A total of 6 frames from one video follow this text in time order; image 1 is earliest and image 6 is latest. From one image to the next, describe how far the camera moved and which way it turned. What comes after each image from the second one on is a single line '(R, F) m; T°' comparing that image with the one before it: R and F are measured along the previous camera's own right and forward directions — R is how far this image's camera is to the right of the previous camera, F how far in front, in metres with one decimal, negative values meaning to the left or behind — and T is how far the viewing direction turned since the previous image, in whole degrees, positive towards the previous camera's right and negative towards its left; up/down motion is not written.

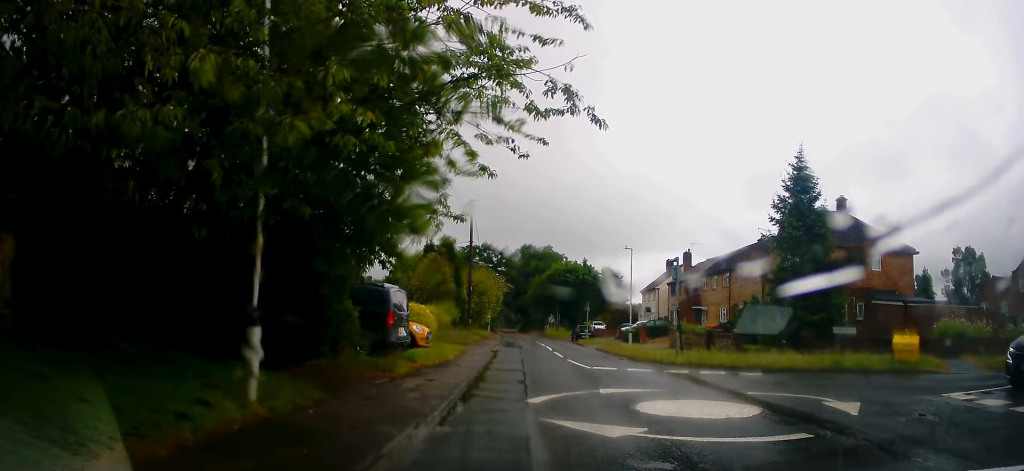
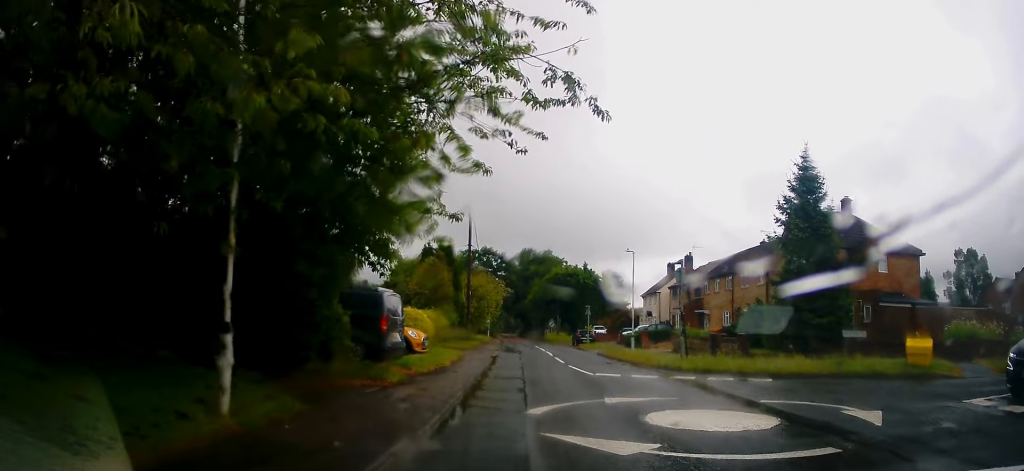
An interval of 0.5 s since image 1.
(-0.4, +0.2) m; -1°
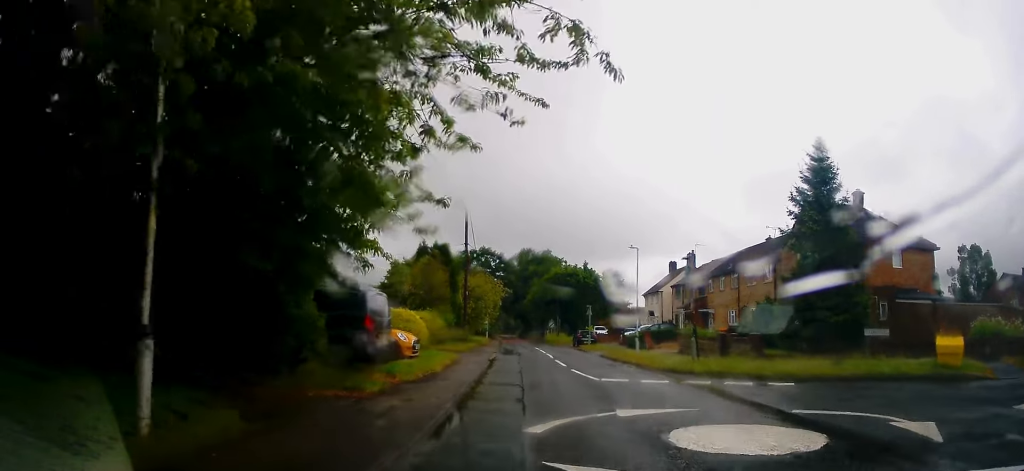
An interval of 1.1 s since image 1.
(+0.1, +1.1) m; -1°
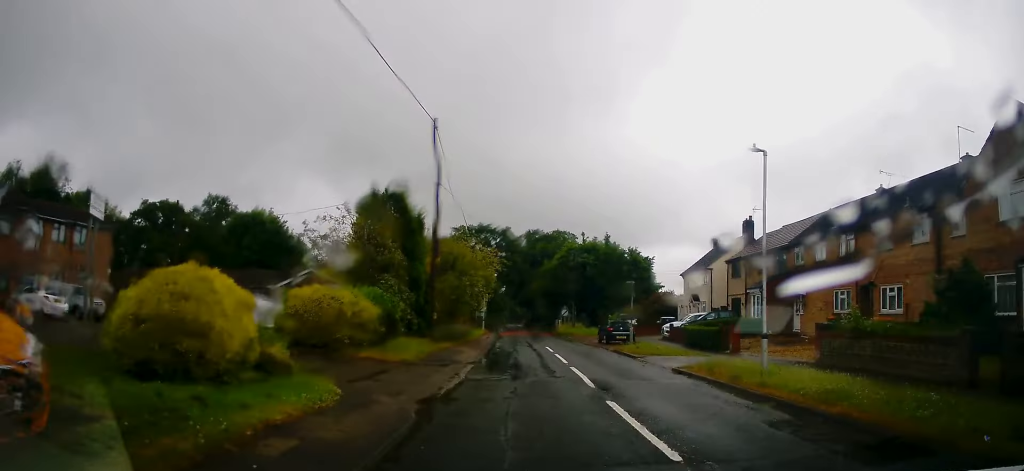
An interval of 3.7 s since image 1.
(-0.6, +13.5) m; -3°
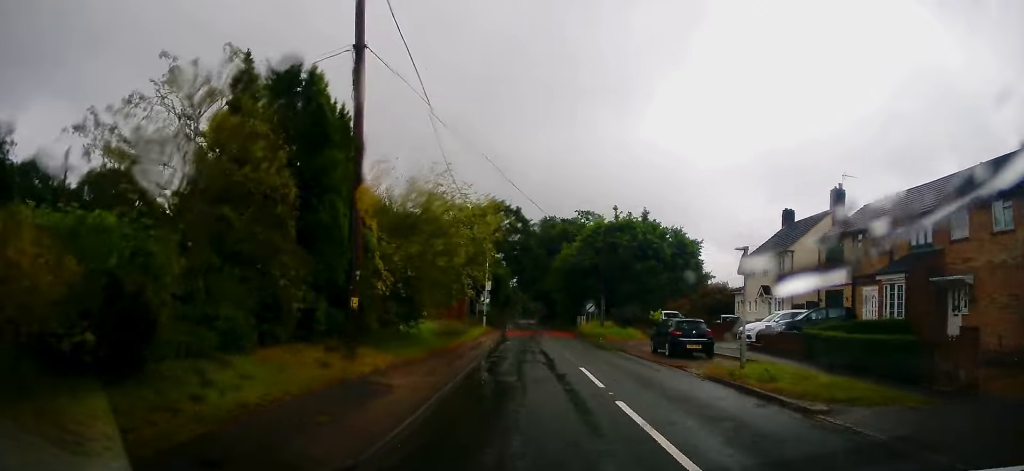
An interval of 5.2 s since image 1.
(+0.3, +12.5) m; +1°
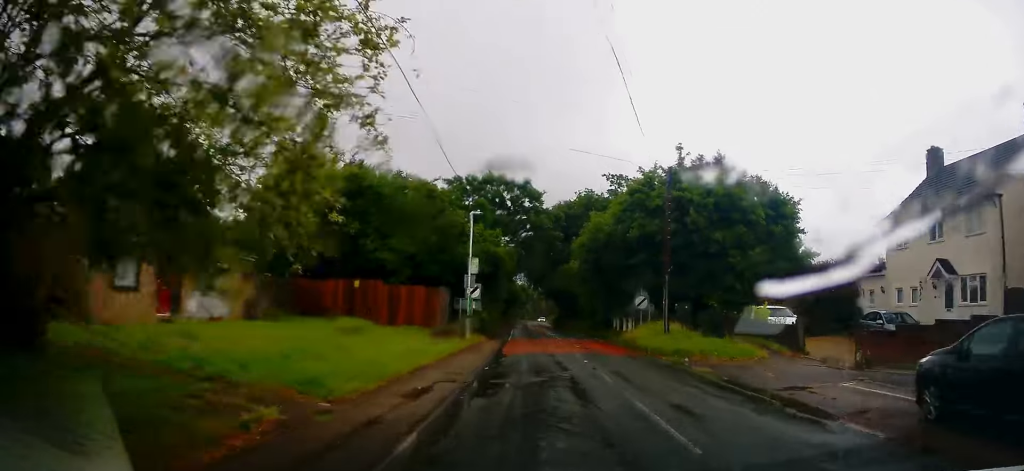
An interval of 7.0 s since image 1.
(-0.7, +16.5) m; -5°
